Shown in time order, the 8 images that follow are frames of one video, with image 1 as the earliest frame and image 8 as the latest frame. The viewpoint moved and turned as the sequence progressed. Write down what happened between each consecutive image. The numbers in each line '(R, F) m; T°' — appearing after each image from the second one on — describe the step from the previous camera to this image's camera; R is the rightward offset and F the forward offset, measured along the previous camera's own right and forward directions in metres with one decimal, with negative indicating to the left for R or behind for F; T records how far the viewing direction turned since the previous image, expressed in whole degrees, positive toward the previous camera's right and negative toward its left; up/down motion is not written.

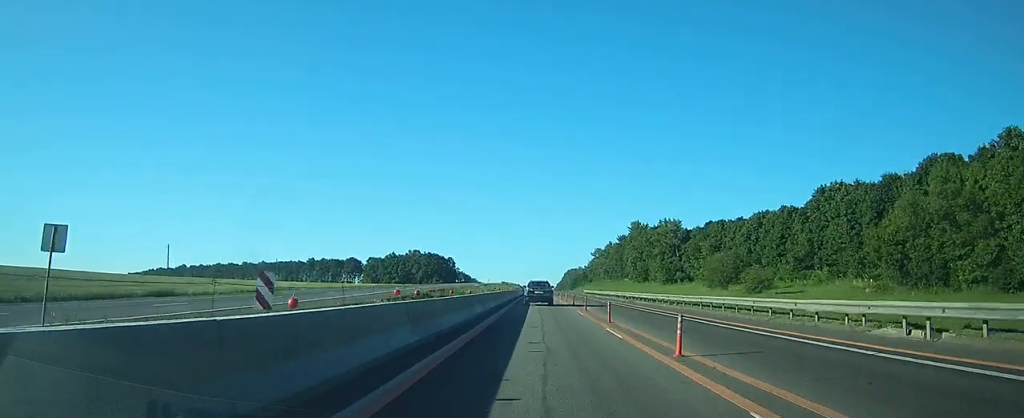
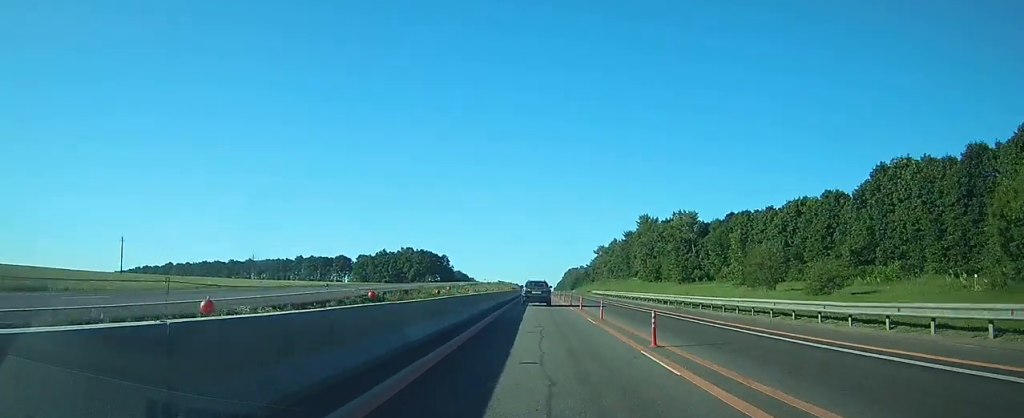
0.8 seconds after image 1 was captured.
(0.0, +18.4) m; 0°
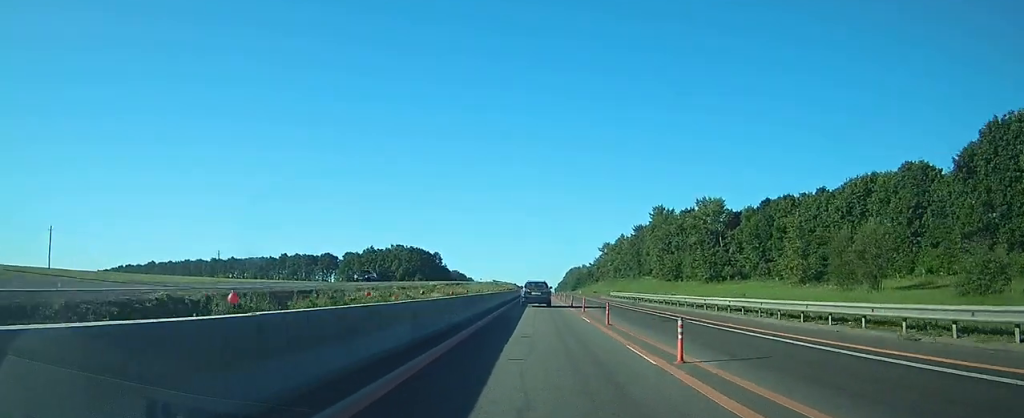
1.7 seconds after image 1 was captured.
(0.0, +22.9) m; 0°
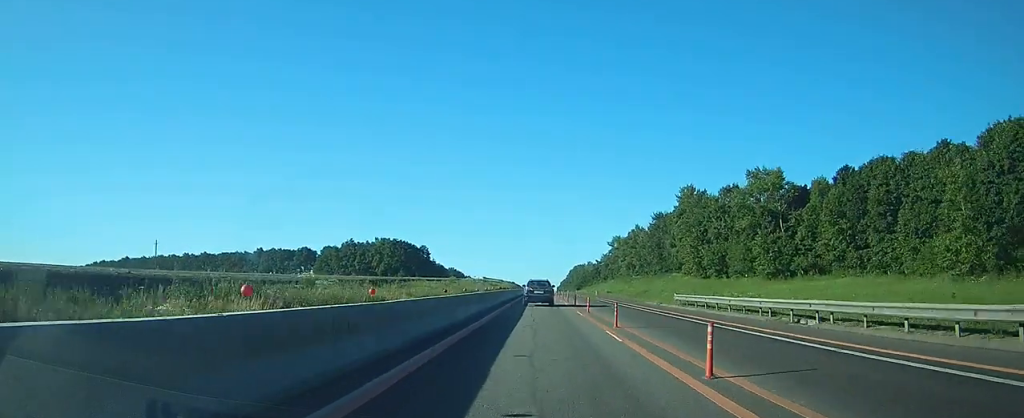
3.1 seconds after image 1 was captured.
(0.0, +32.2) m; 0°
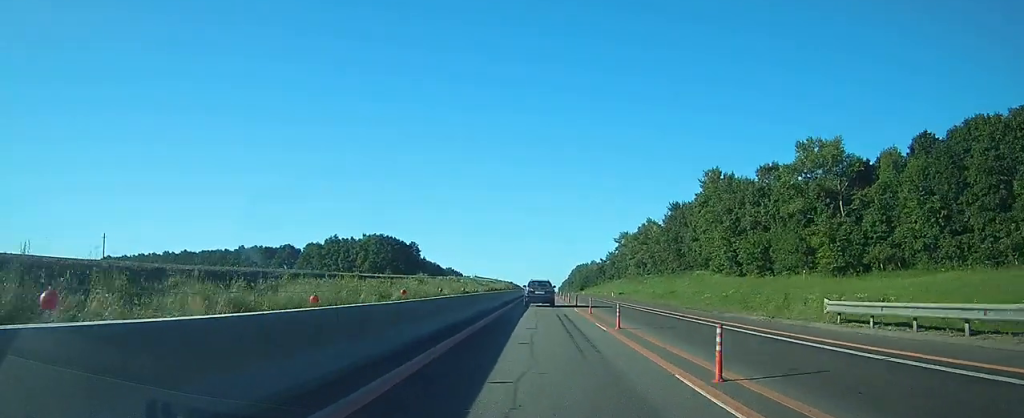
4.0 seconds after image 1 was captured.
(0.0, +20.3) m; 0°
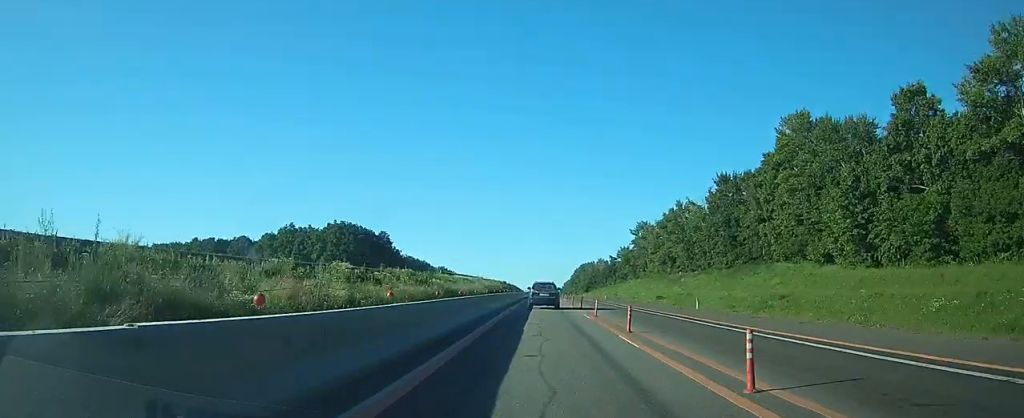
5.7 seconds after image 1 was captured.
(-0.2, +40.7) m; -1°
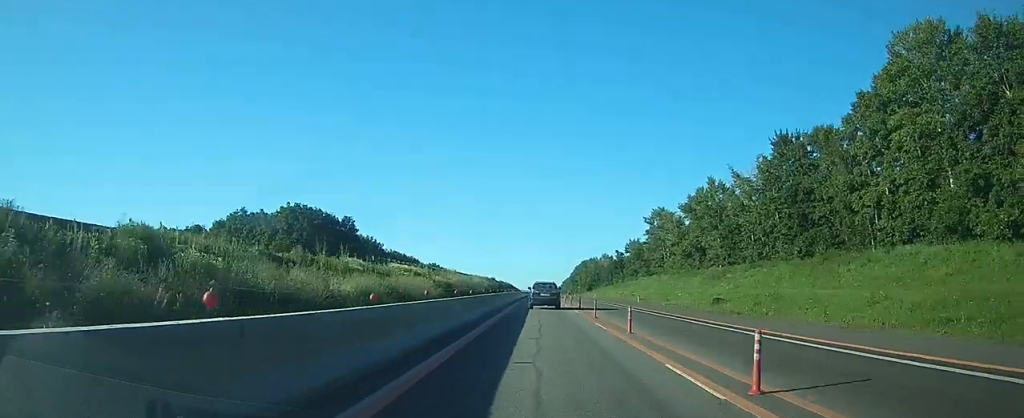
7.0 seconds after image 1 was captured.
(-0.1, +29.9) m; 0°
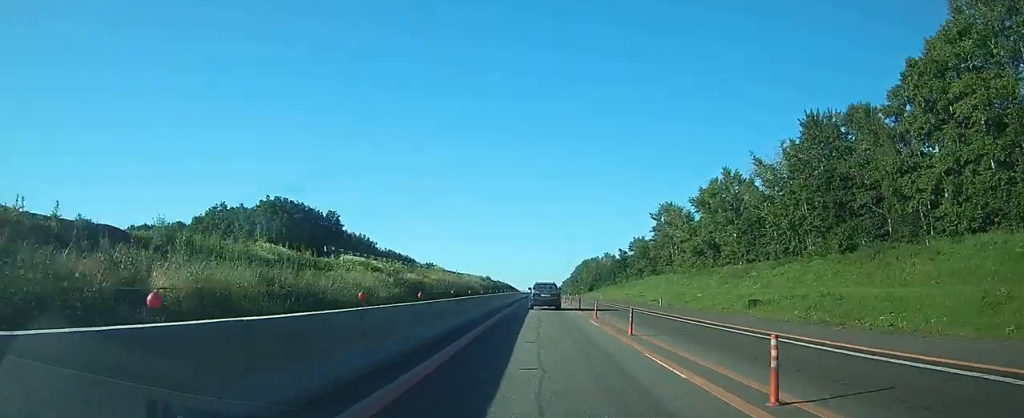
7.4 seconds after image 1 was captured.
(0.0, +10.3) m; 0°
